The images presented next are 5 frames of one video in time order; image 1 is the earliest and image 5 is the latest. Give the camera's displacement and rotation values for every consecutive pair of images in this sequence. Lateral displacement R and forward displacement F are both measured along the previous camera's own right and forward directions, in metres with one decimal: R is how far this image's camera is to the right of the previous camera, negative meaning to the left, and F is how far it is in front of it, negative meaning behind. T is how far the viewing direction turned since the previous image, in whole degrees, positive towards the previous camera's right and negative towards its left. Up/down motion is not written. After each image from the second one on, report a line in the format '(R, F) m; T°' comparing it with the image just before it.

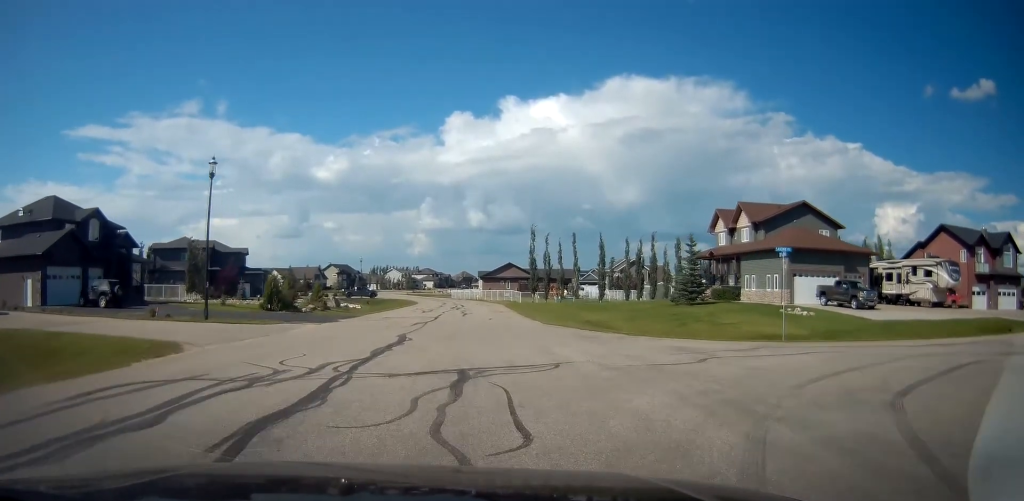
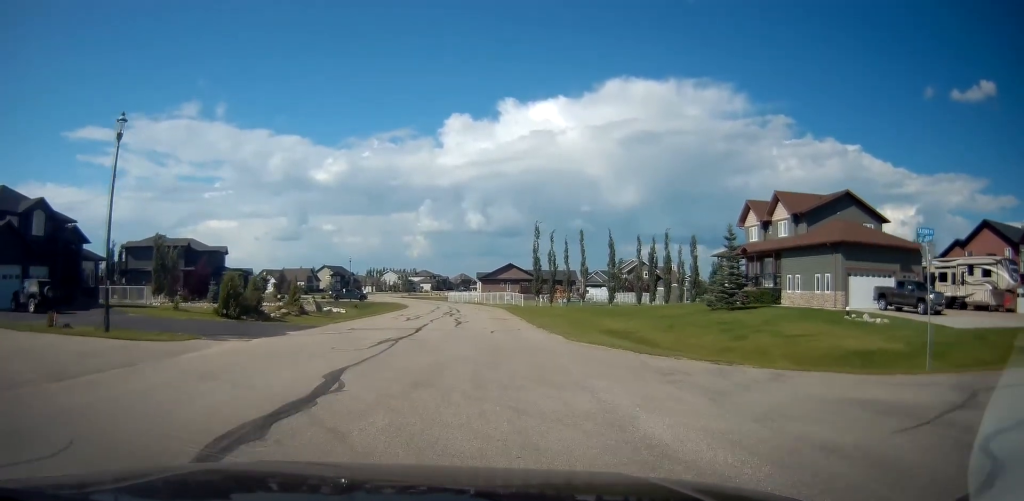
(0.0, +7.7) m; 0°
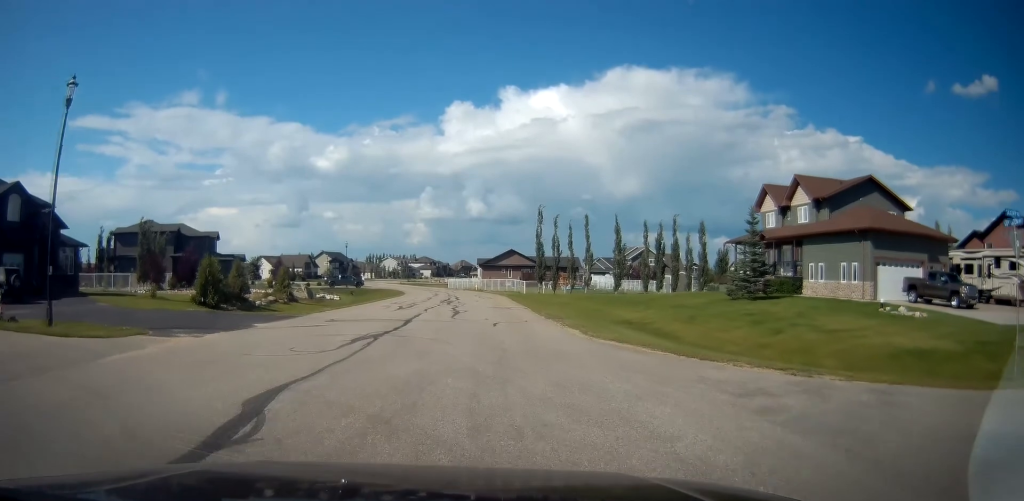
(0.0, +3.2) m; 0°
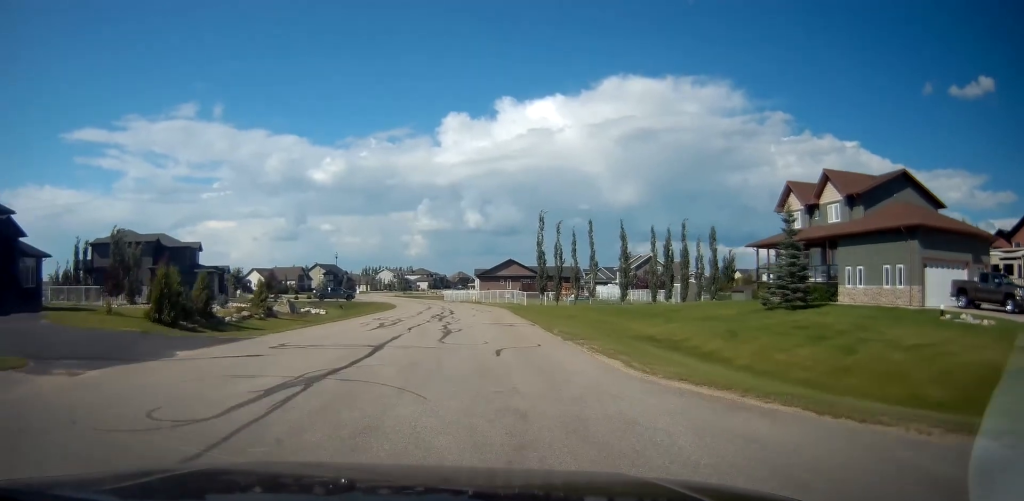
(0.0, +4.9) m; 0°
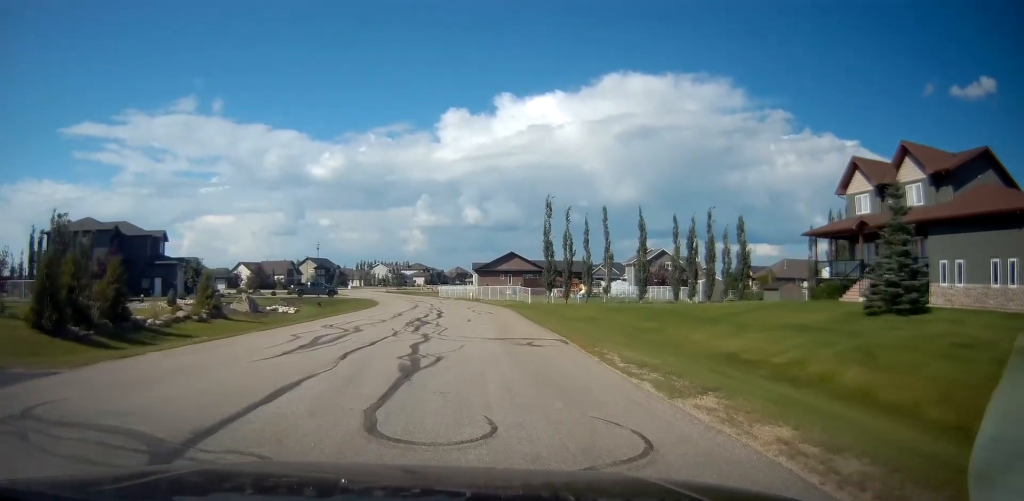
(0.0, +9.3) m; +4°
